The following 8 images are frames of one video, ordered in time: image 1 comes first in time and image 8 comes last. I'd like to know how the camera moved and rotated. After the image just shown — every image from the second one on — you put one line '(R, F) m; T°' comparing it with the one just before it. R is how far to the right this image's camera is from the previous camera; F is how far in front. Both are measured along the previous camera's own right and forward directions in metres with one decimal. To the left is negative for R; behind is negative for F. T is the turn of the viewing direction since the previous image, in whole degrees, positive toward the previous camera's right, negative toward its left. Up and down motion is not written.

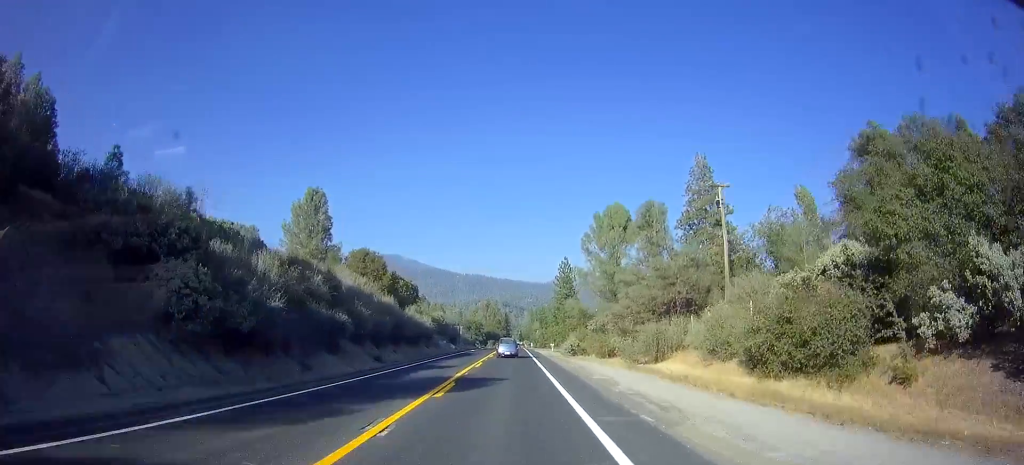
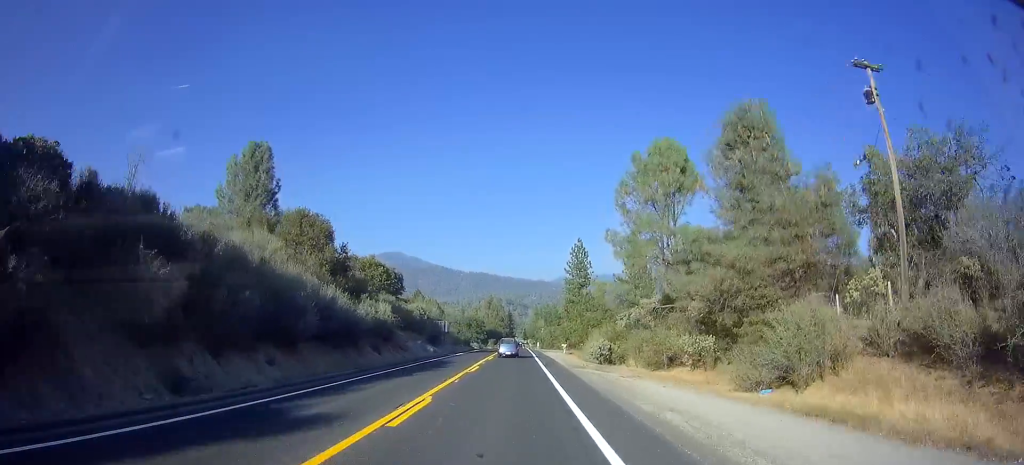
(0.0, +19.1) m; 0°
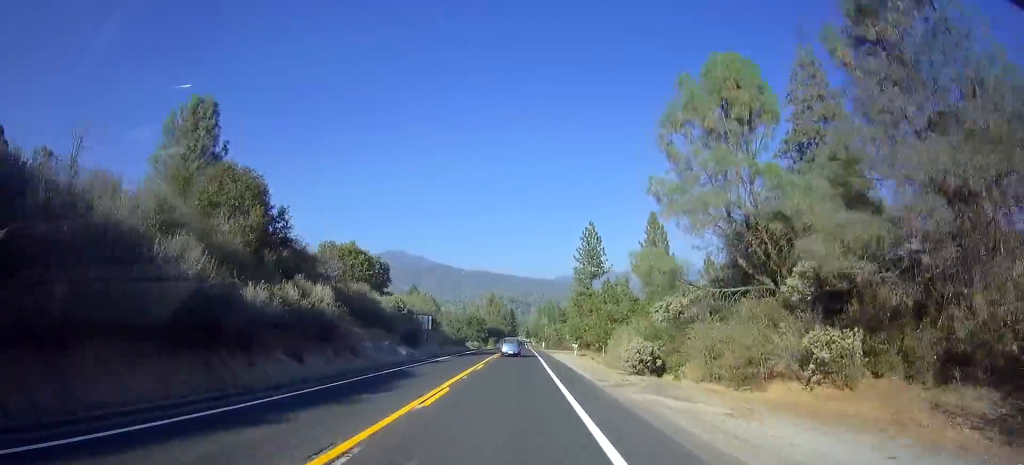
(+0.2, +12.5) m; 0°
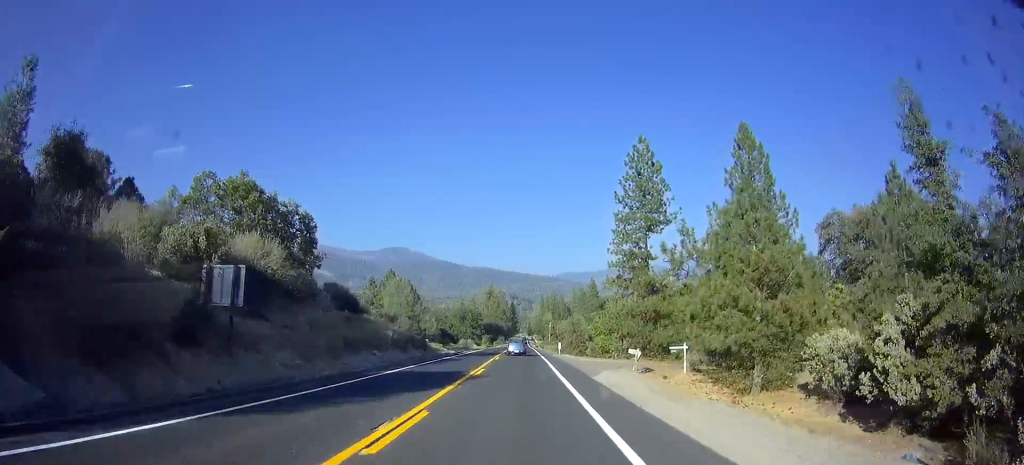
(-0.3, +33.8) m; 0°
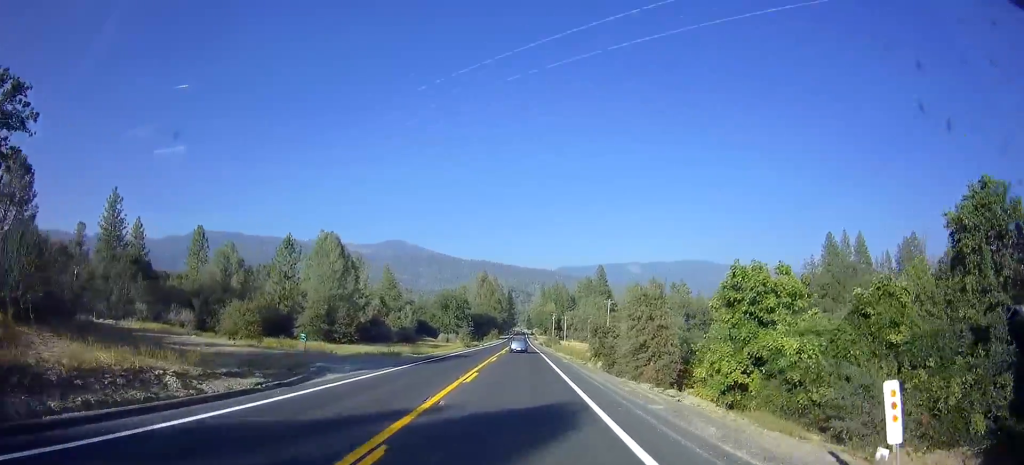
(-0.4, +47.3) m; 0°
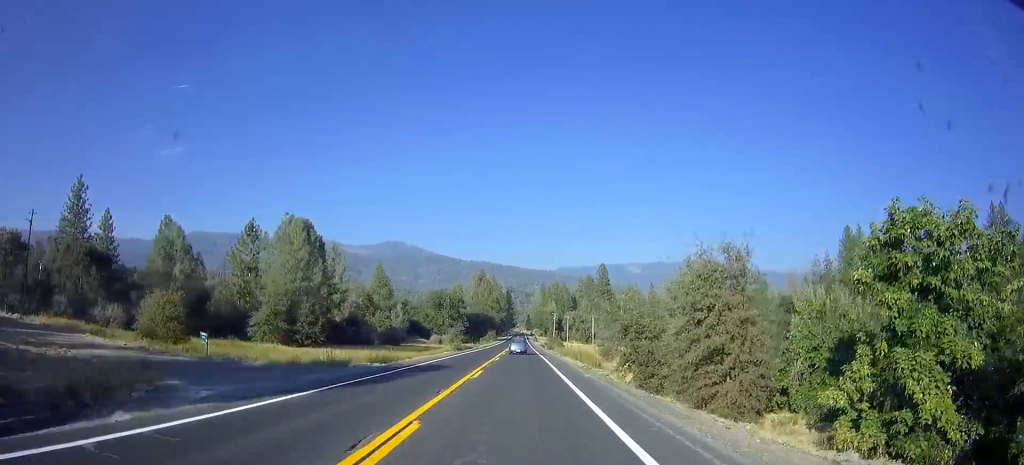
(+0.2, +12.2) m; 0°
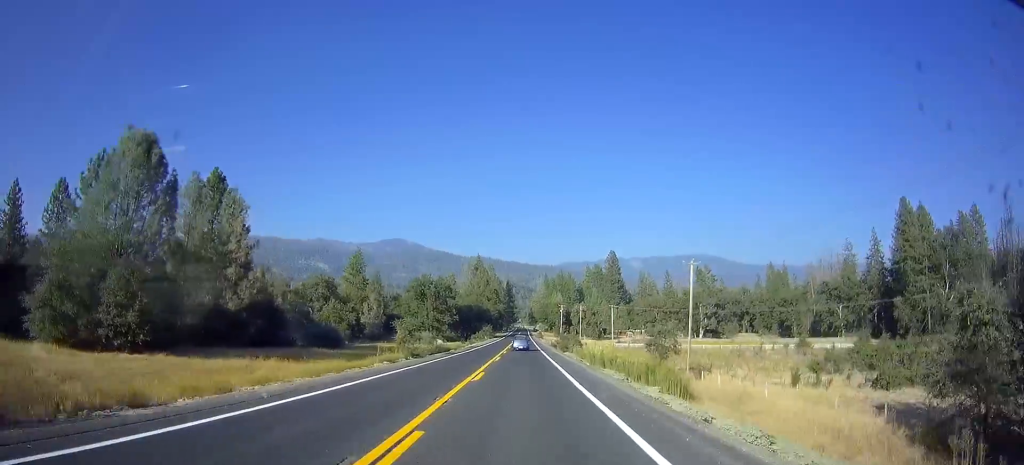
(-0.1, +31.0) m; 0°
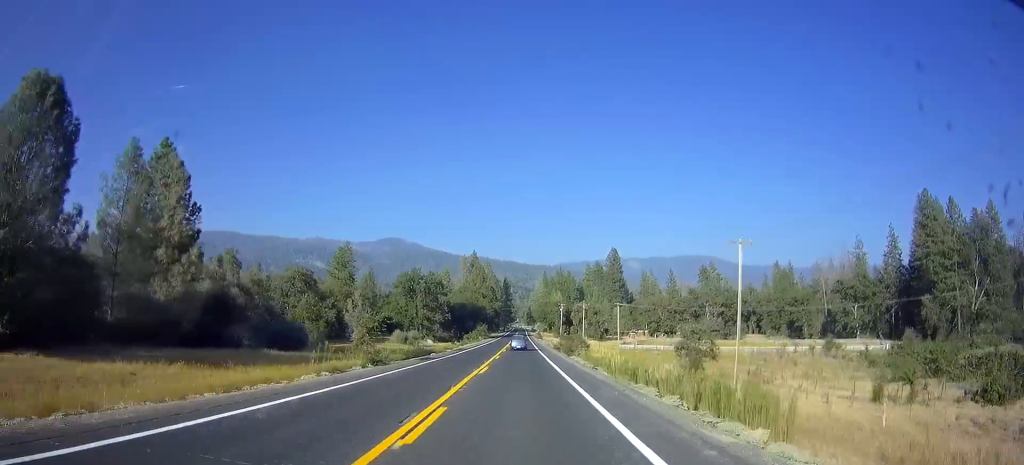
(+0.1, +11.0) m; 0°
